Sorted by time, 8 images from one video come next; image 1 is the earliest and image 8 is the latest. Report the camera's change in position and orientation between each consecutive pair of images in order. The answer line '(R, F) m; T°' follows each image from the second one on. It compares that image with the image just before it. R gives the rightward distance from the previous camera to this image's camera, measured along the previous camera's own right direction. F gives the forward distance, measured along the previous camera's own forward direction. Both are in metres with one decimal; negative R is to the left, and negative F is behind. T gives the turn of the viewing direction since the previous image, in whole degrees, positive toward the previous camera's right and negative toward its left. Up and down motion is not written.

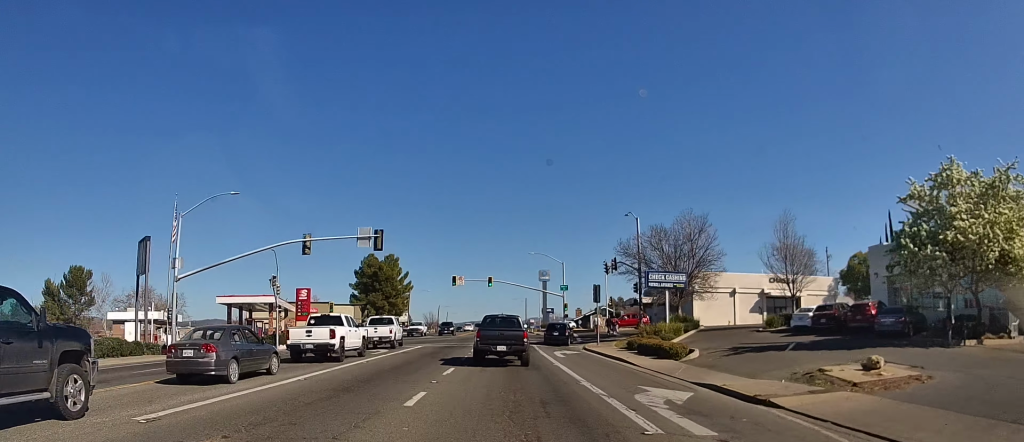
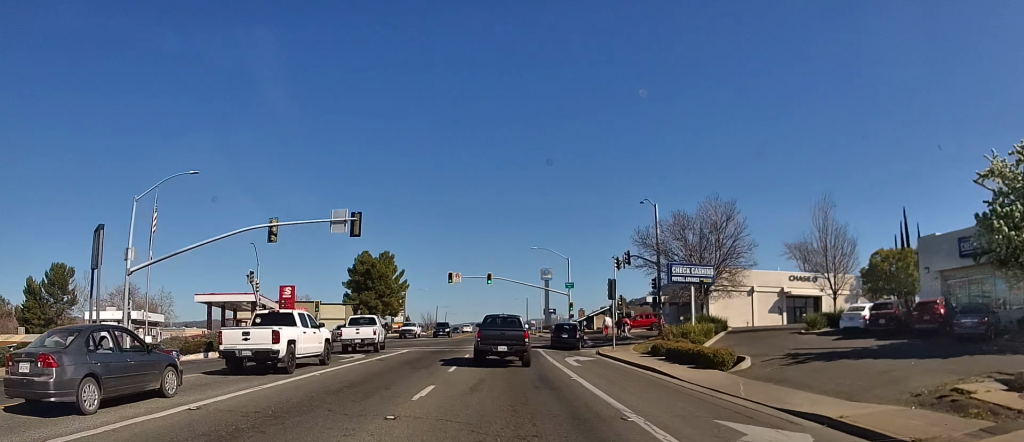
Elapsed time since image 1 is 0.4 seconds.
(0.0, +5.8) m; 0°
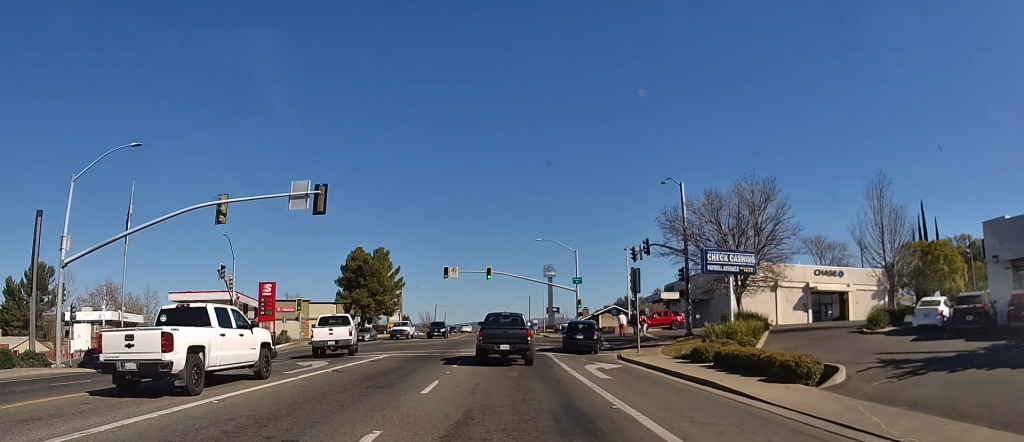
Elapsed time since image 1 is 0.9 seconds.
(0.0, +6.4) m; 0°
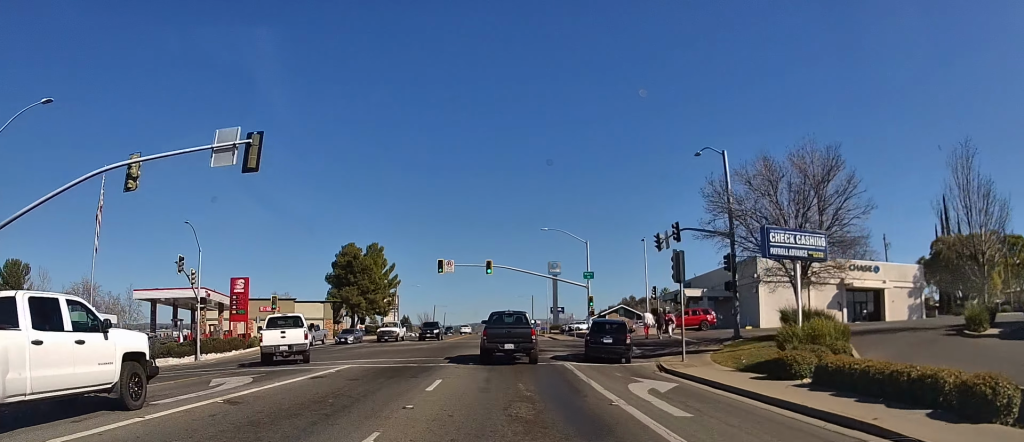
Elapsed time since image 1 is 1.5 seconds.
(0.0, +7.4) m; 0°
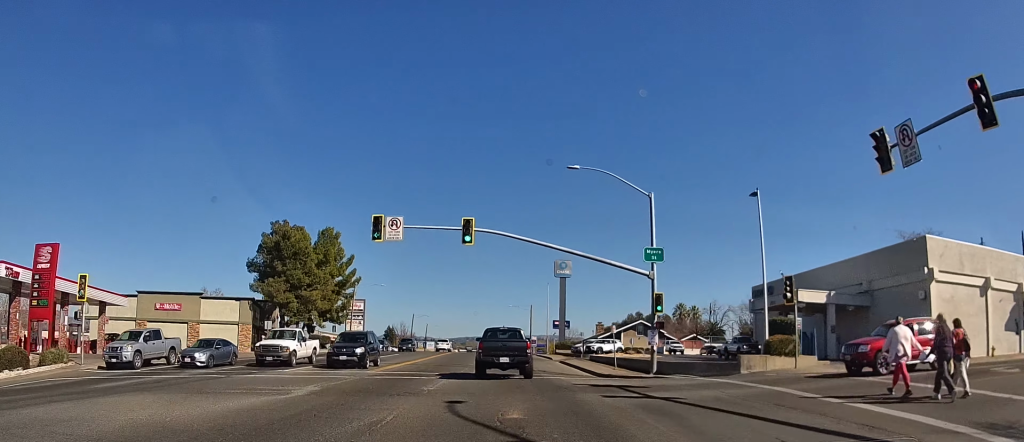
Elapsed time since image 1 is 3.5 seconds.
(+0.1, +26.2) m; 0°
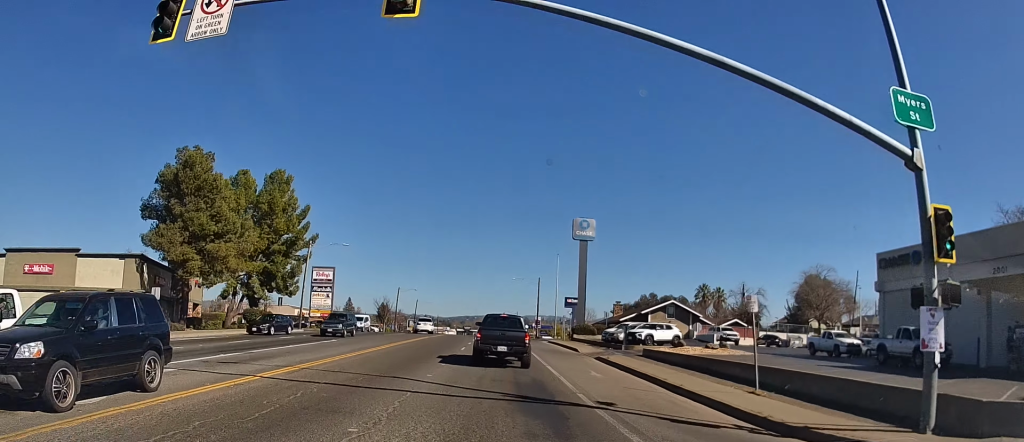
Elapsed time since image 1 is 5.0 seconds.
(-0.2, +20.0) m; 0°
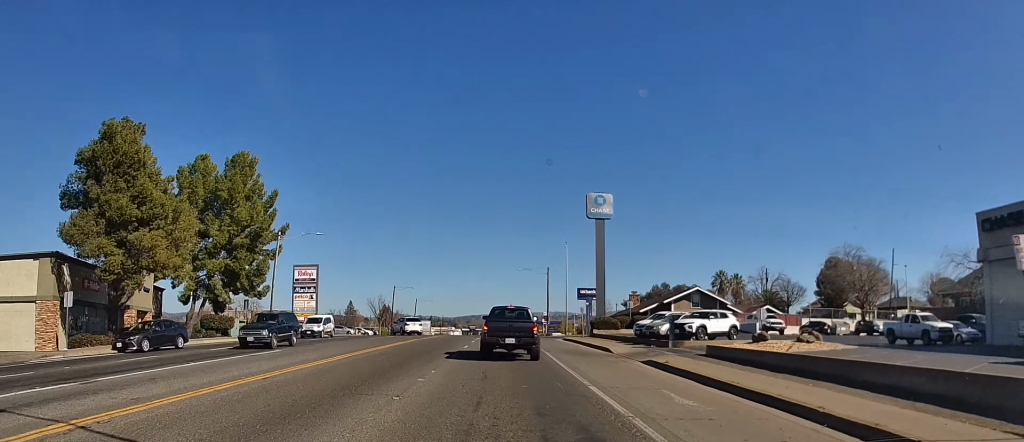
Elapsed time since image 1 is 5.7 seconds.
(+0.1, +9.7) m; +1°
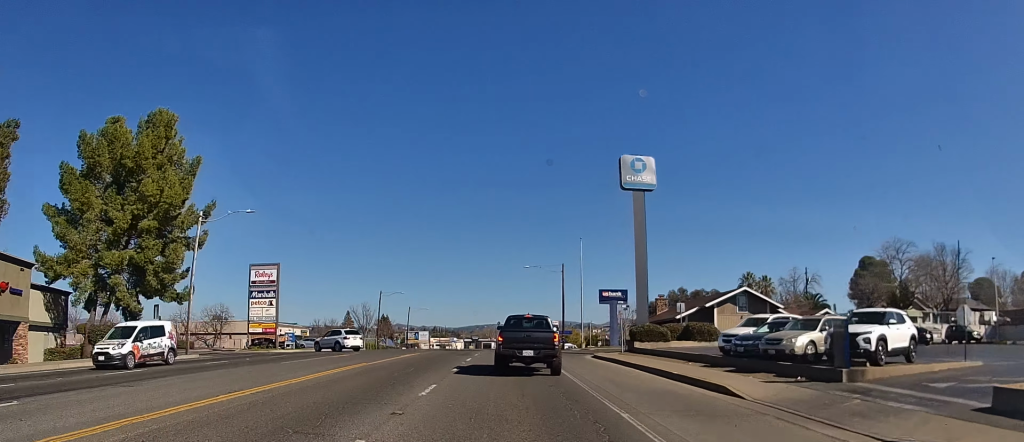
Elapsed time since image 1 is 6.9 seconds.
(+0.1, +15.7) m; 0°
